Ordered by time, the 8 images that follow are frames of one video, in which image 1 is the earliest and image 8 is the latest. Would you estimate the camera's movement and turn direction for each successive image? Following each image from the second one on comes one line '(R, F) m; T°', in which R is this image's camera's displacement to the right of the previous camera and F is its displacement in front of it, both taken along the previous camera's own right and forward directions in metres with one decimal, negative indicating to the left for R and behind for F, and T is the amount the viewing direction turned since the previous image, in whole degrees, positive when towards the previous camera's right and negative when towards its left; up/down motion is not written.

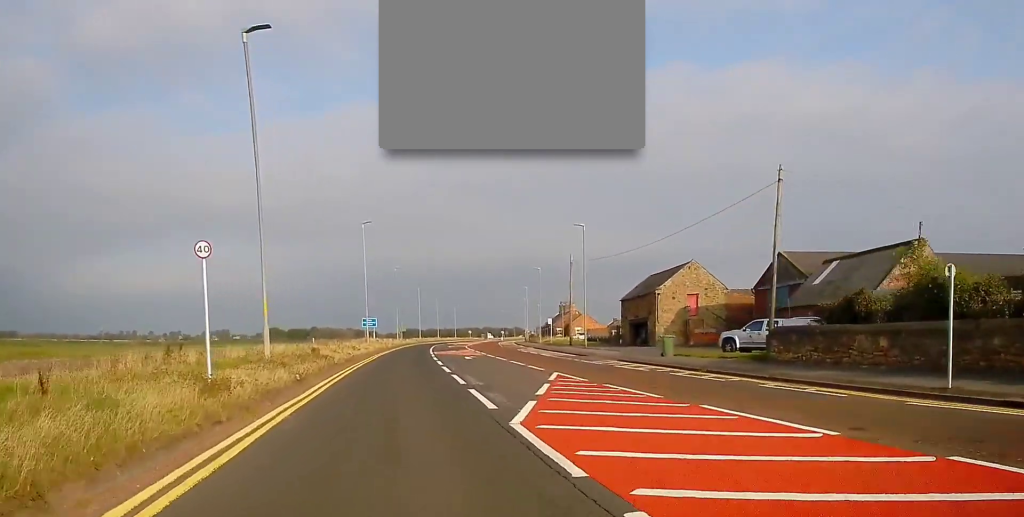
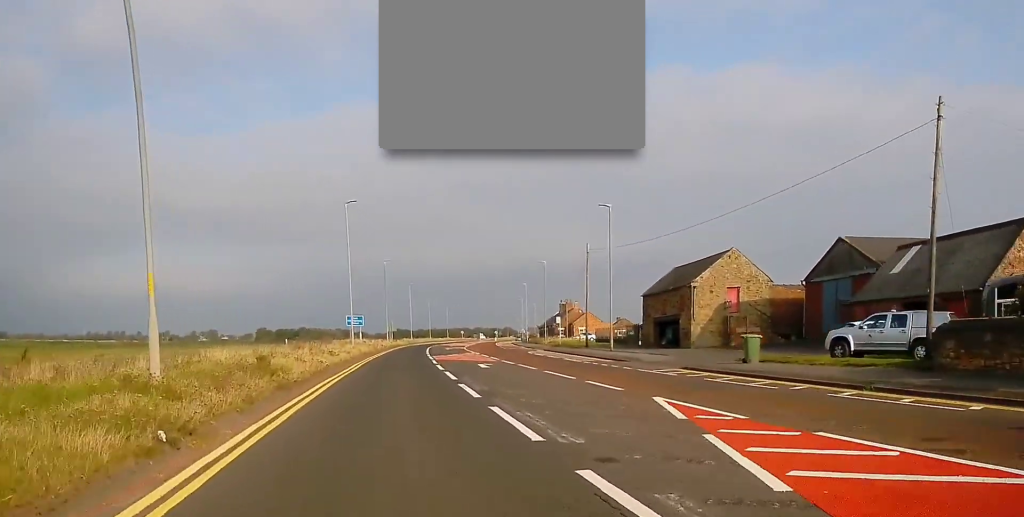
(0.0, +10.1) m; 0°
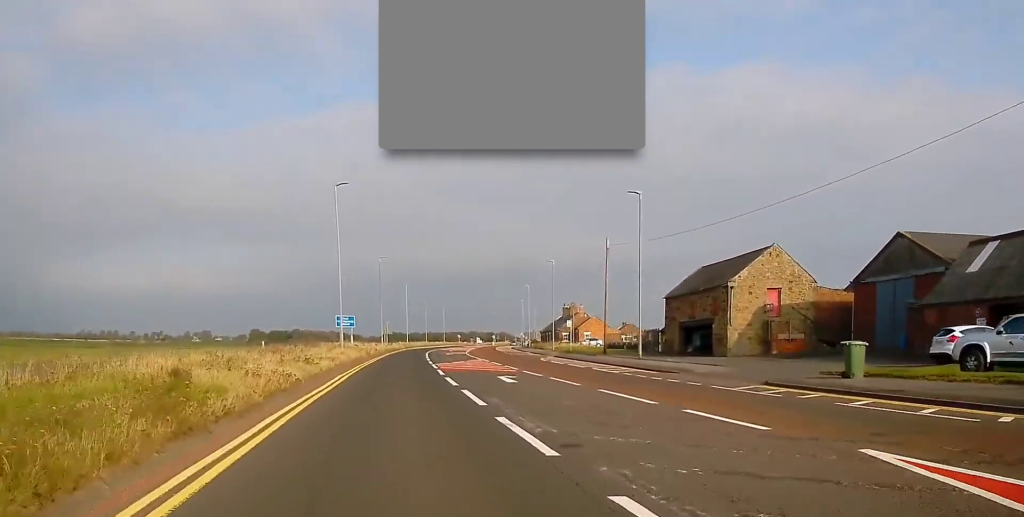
(0.0, +7.4) m; 0°
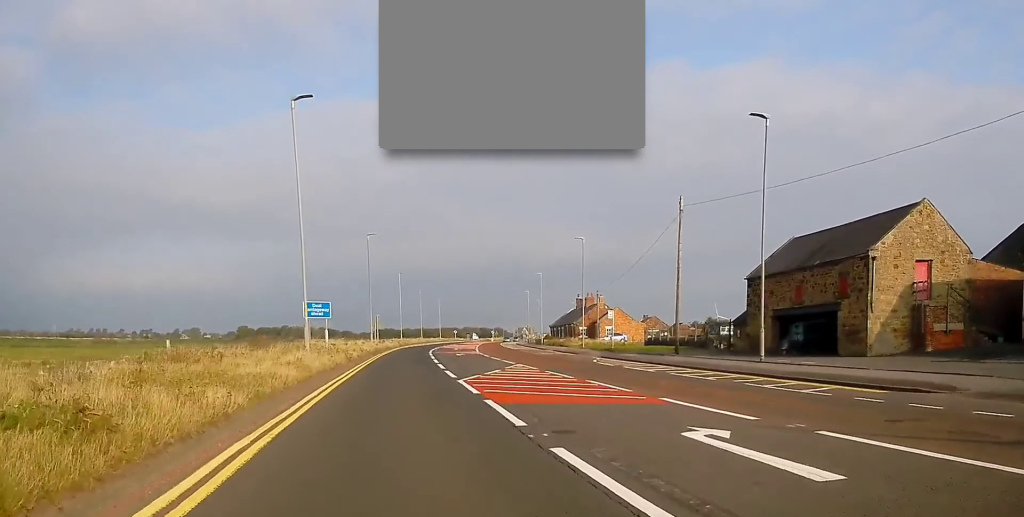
(+0.2, +17.1) m; +1°
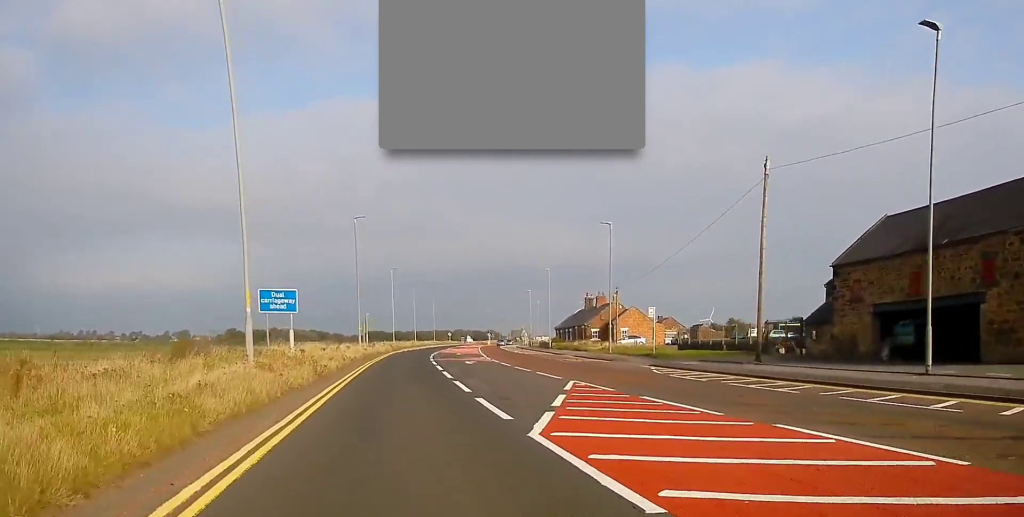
(+0.1, +11.4) m; 0°
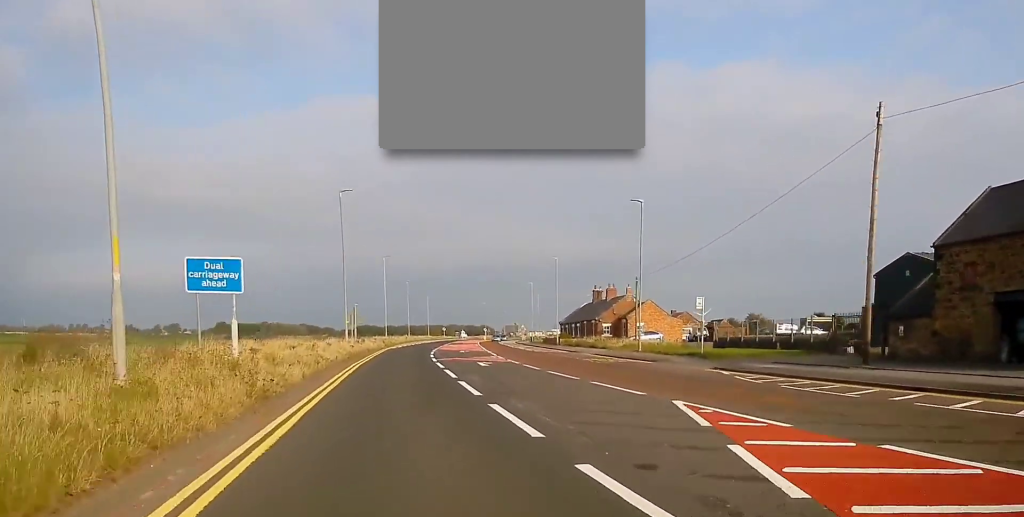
(-0.2, +9.1) m; 0°
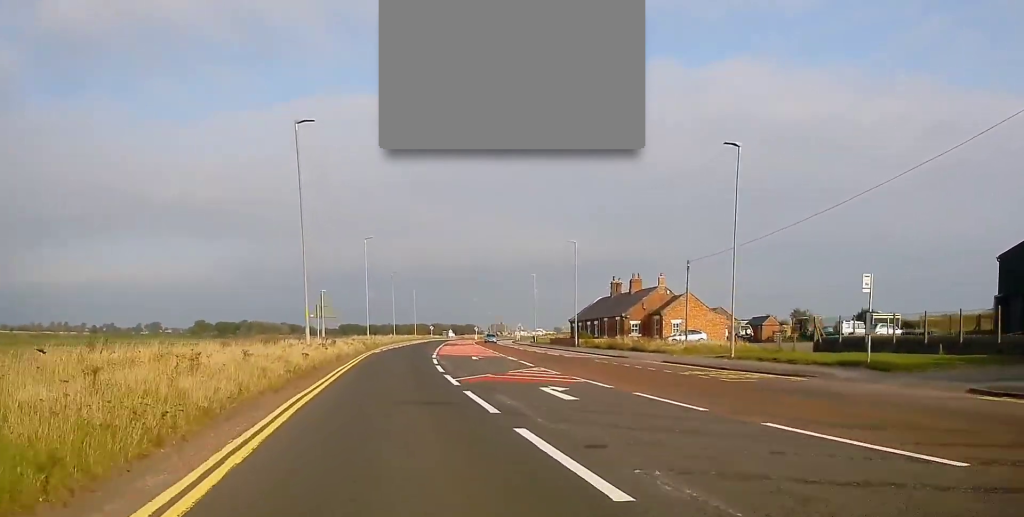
(+0.3, +16.9) m; +2°
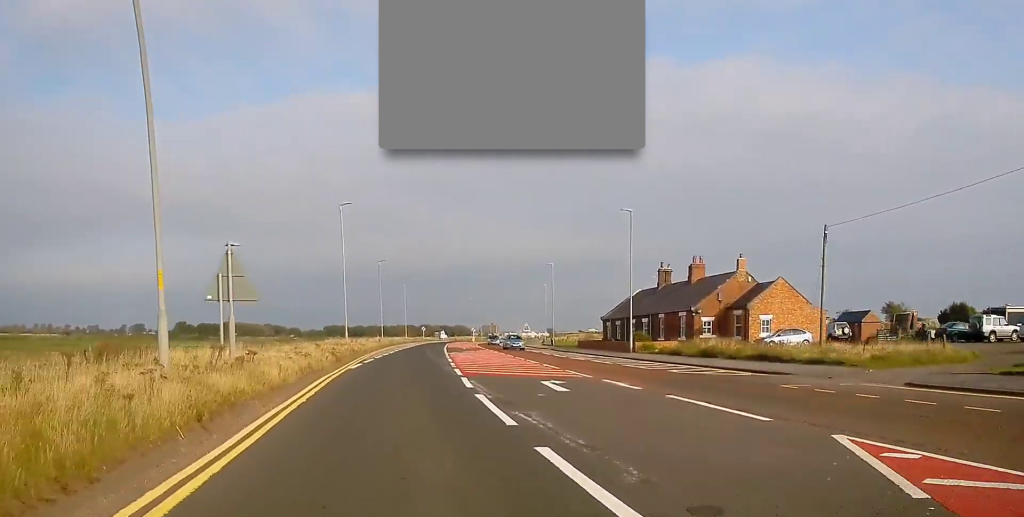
(+0.4, +21.2) m; +2°
